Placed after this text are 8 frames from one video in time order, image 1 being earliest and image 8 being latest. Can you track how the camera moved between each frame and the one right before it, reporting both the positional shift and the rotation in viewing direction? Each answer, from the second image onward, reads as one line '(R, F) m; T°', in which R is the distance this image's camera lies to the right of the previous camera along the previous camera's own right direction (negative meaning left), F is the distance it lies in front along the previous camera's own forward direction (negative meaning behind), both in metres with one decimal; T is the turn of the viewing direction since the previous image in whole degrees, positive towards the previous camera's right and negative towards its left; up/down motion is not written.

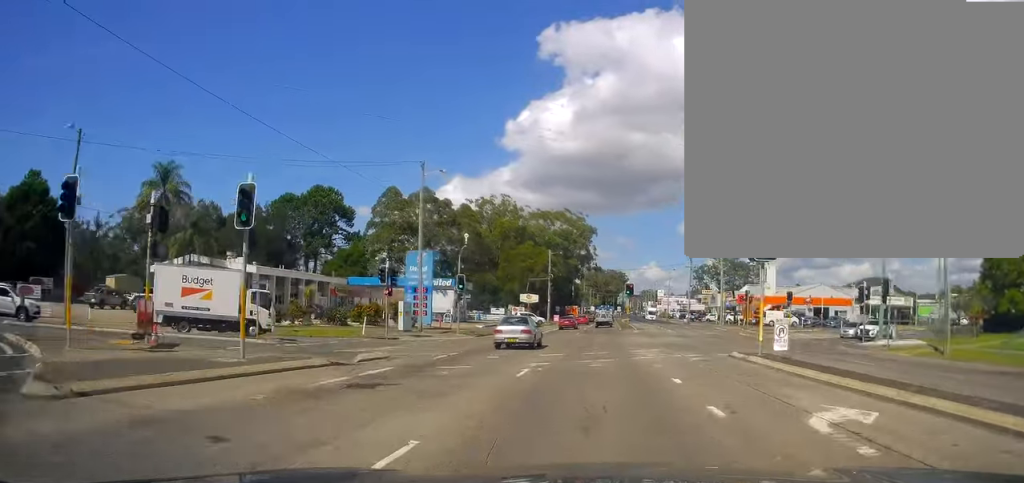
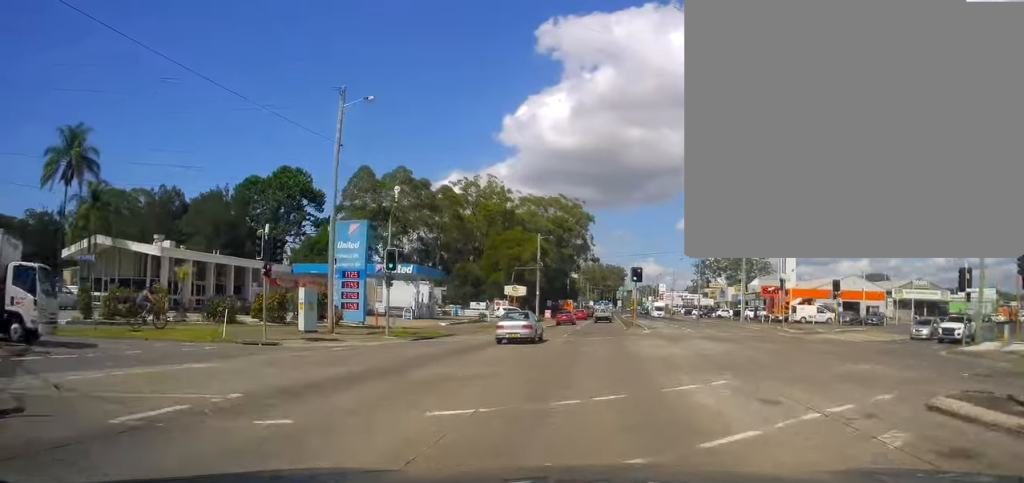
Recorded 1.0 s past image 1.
(+0.3, +13.5) m; 0°
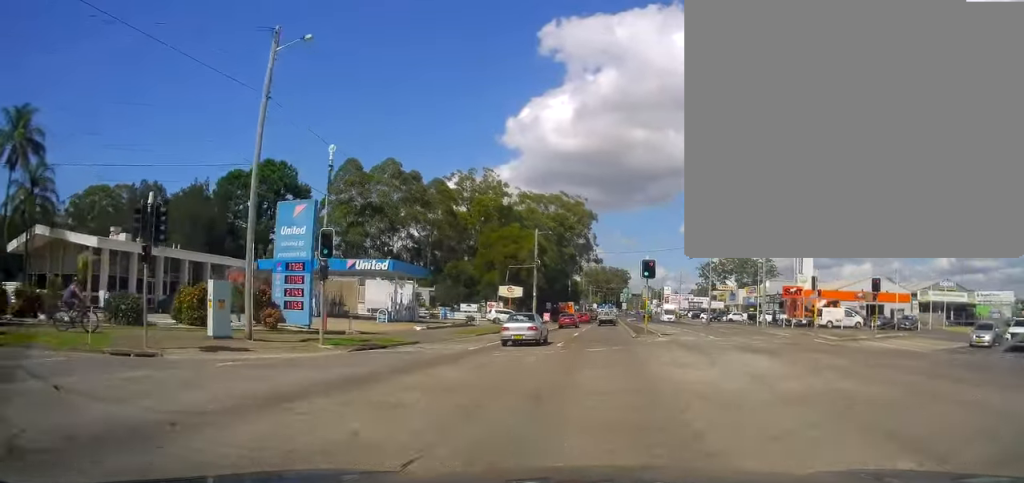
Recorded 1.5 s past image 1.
(-0.2, +7.1) m; -1°
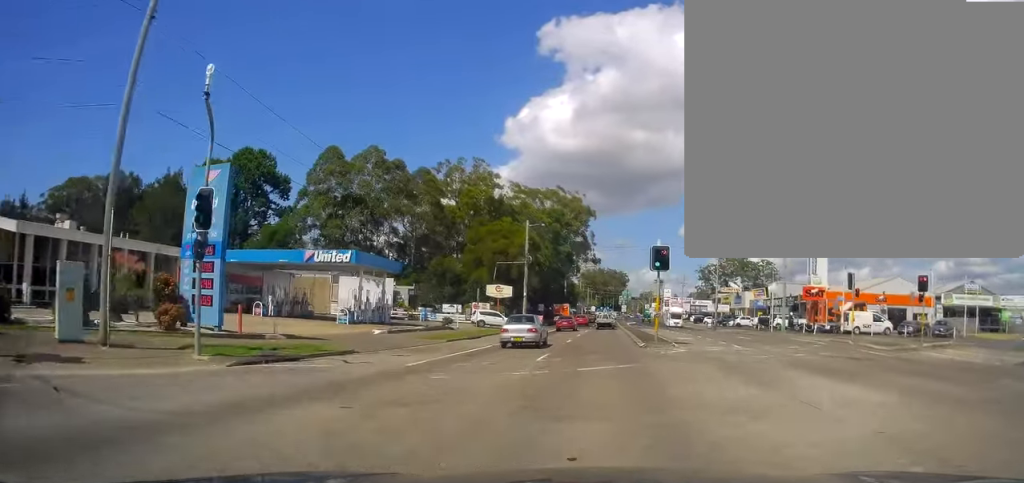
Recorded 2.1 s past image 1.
(+0.1, +7.2) m; 0°
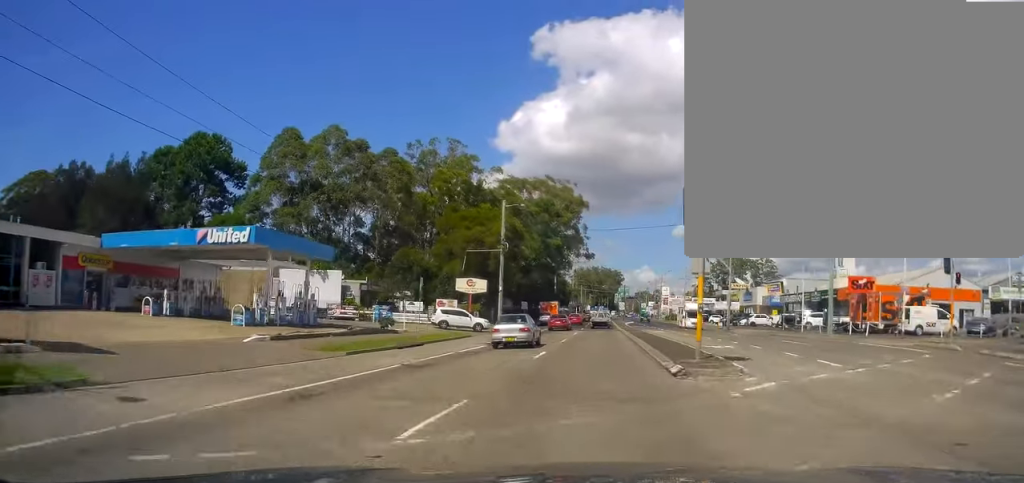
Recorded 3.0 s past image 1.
(0.0, +12.1) m; 0°
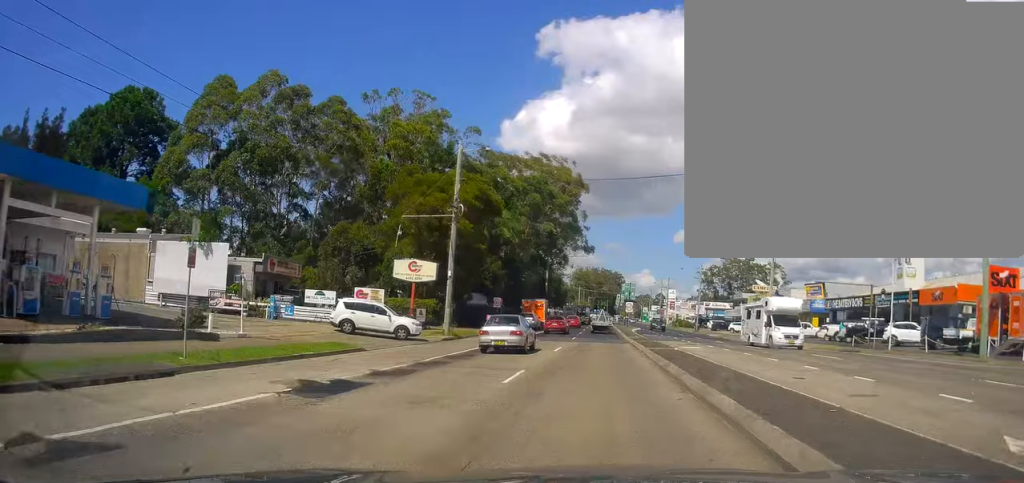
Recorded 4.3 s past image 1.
(0.0, +18.0) m; 0°
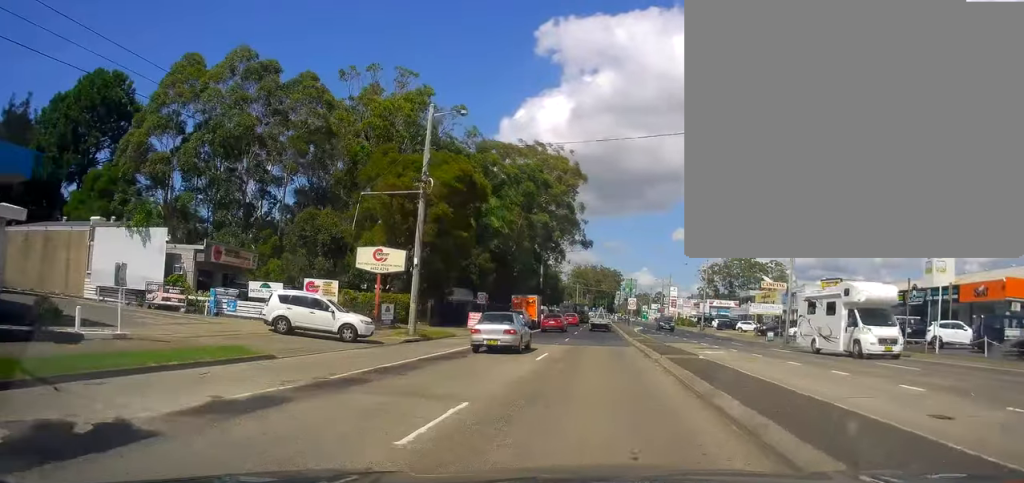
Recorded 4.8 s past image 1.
(0.0, +6.3) m; 0°
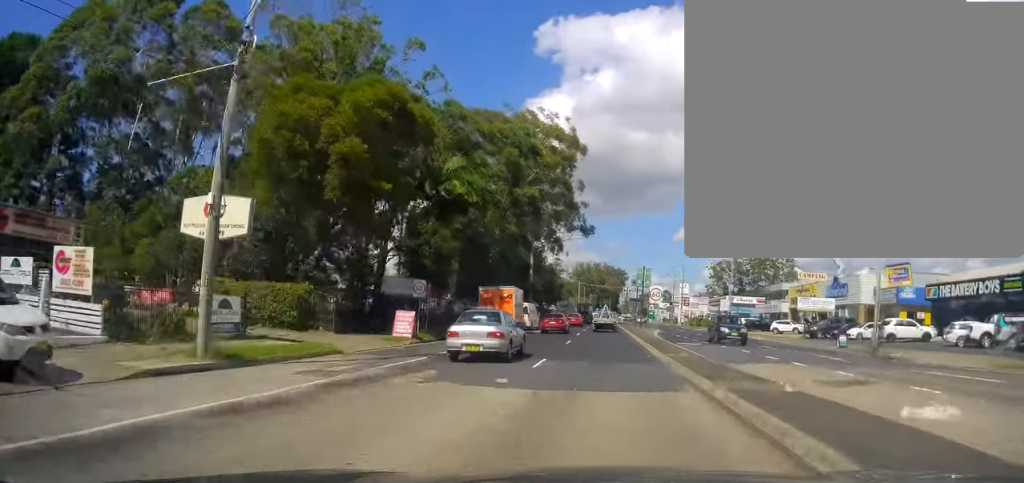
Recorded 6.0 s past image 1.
(-0.3, +16.2) m; -2°
